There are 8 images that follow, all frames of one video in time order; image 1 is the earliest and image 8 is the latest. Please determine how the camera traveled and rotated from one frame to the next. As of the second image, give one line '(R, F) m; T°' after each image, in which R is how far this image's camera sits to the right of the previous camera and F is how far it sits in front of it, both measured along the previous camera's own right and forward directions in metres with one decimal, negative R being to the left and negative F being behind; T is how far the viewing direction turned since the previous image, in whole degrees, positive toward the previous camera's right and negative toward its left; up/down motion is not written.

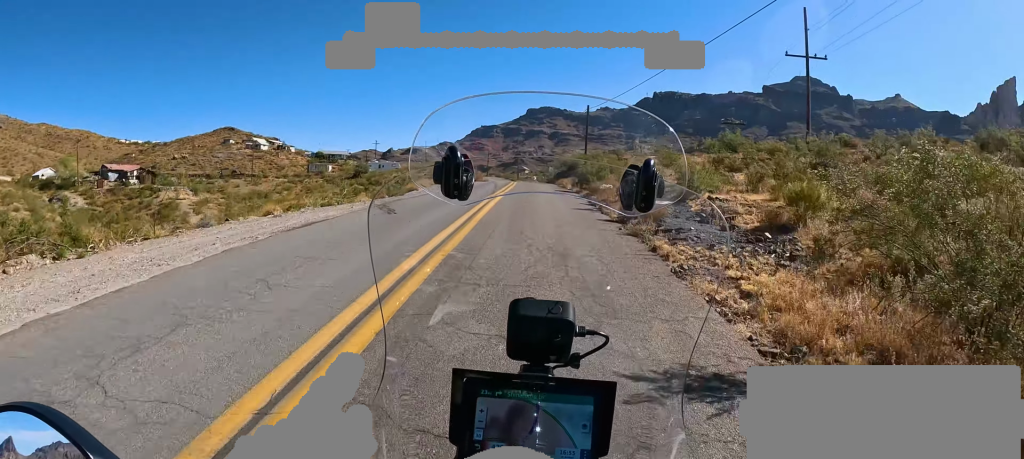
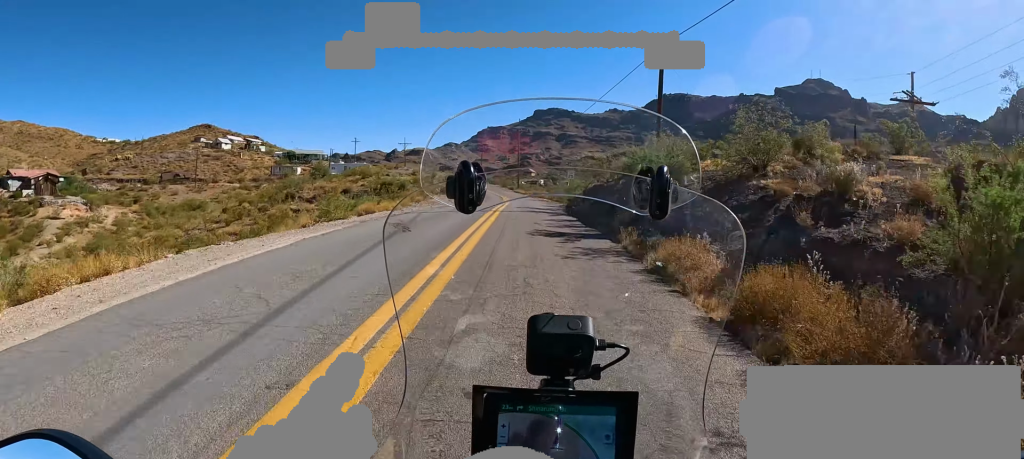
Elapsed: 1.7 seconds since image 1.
(-1.9, +30.0) m; -4°
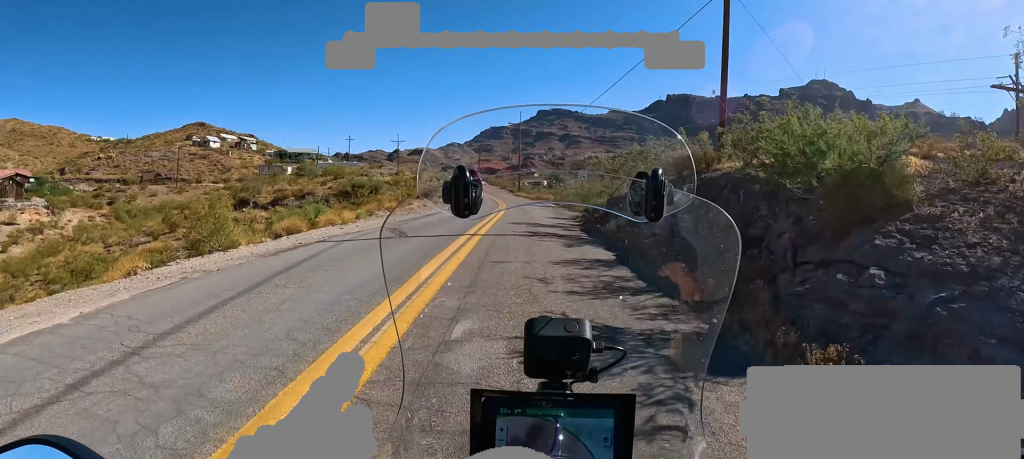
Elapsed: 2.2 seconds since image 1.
(0.0, +8.1) m; 0°
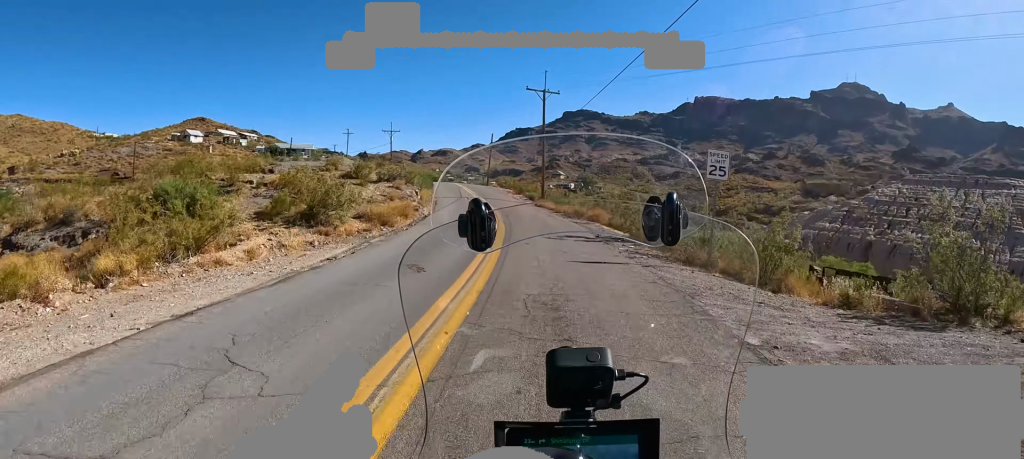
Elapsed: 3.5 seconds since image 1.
(0.0, +22.4) m; +1°
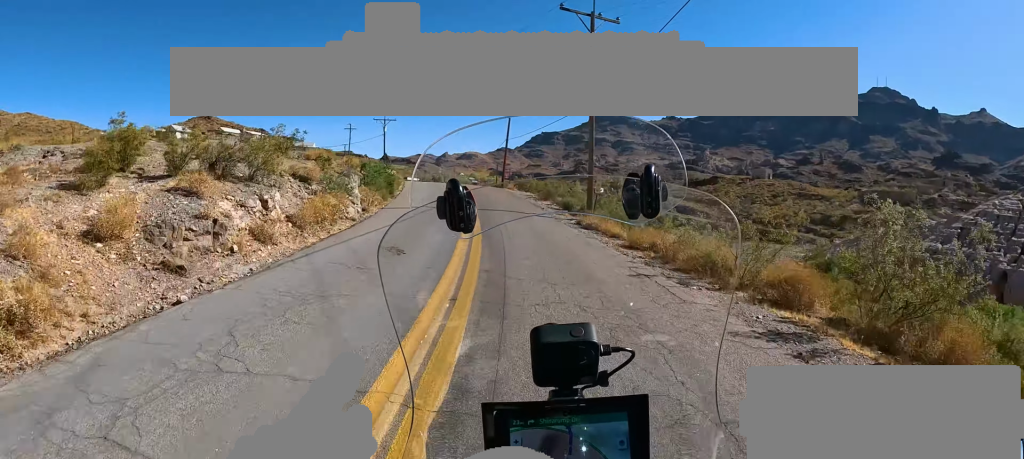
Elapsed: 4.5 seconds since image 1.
(+0.2, +17.7) m; -1°
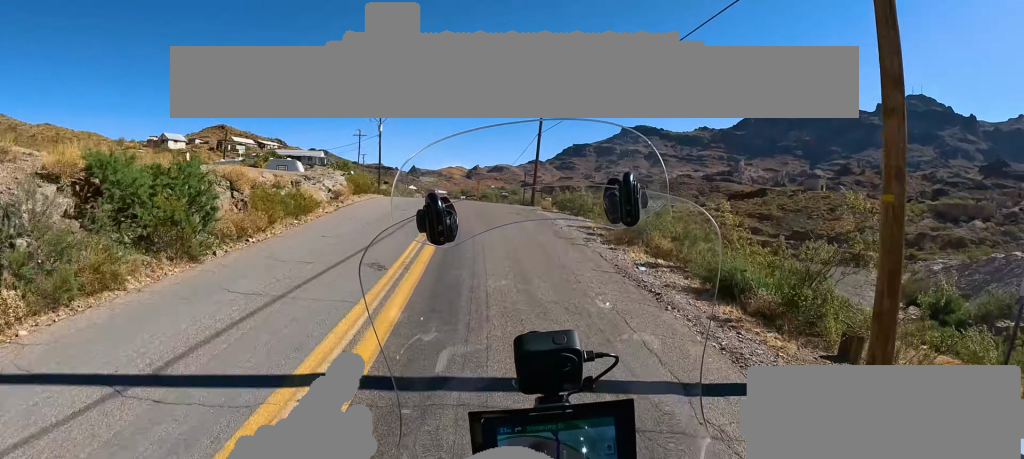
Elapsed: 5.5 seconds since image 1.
(-0.6, +16.2) m; -8°
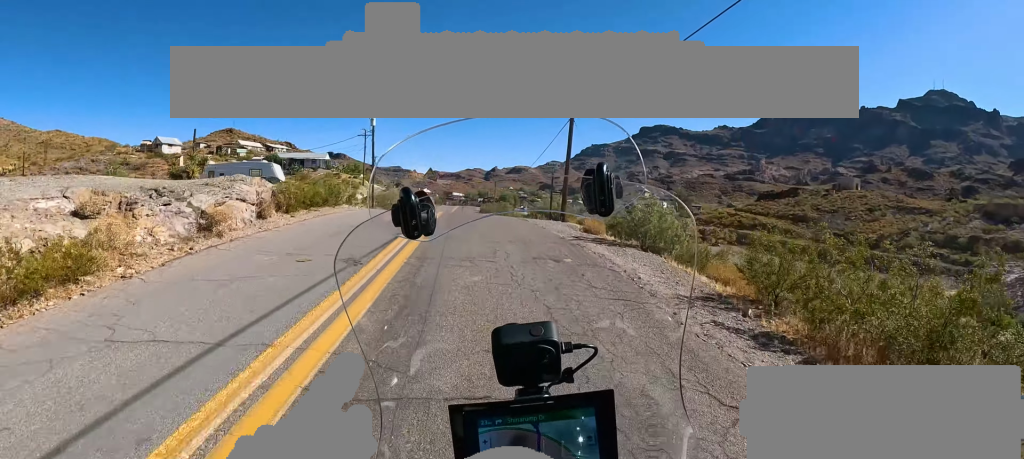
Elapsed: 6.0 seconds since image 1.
(-0.8, +9.1) m; -5°
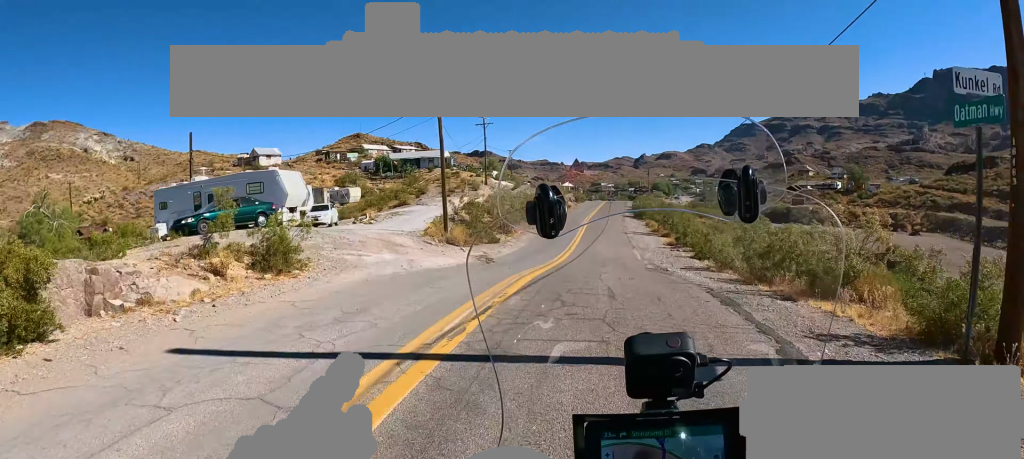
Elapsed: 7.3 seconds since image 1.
(-1.8, +19.2) m; -4°
